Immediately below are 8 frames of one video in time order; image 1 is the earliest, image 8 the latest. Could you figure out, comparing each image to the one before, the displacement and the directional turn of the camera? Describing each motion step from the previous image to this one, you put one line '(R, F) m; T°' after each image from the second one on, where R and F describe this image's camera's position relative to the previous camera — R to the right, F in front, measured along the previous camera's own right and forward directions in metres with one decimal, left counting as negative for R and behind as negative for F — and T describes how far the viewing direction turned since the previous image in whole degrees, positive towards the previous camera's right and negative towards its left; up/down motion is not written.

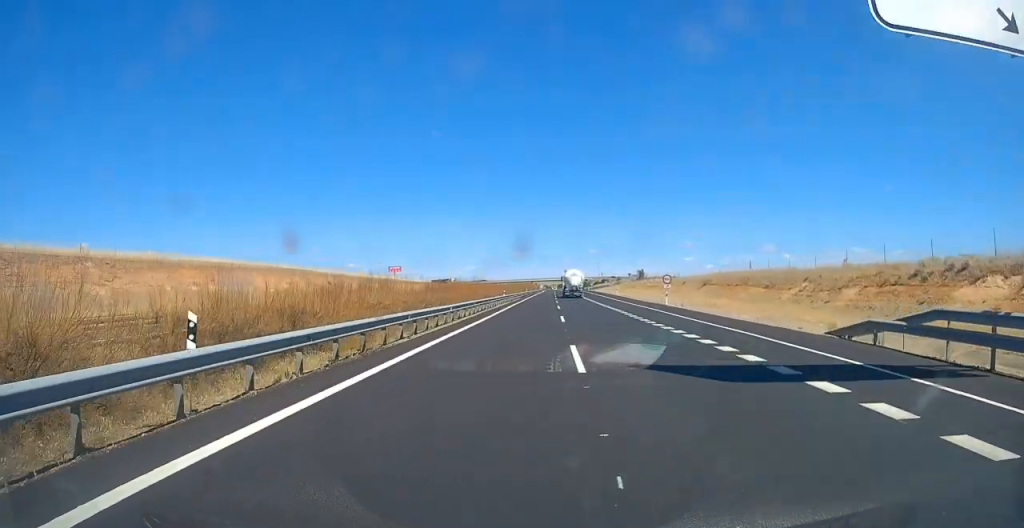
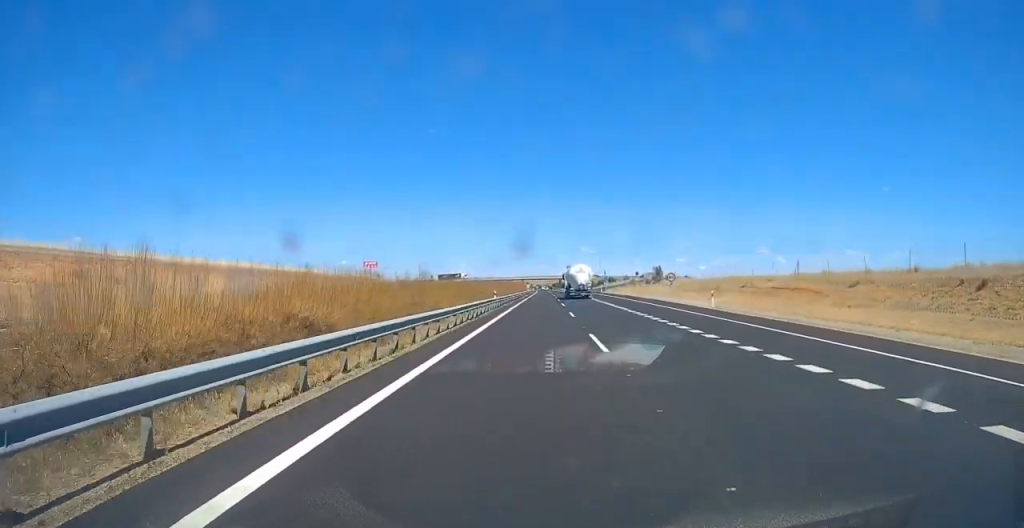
(+0.4, +63.4) m; 0°
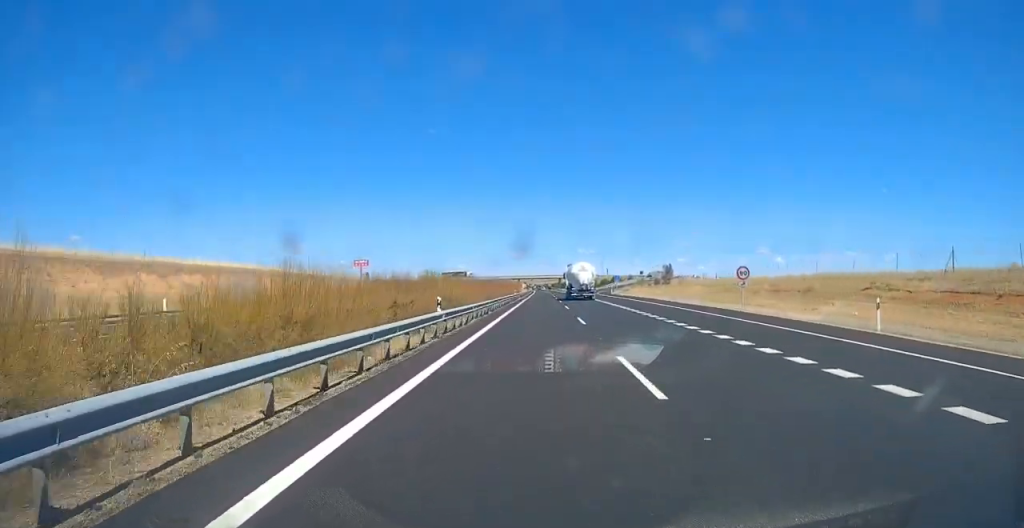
(+0.1, +23.5) m; 0°
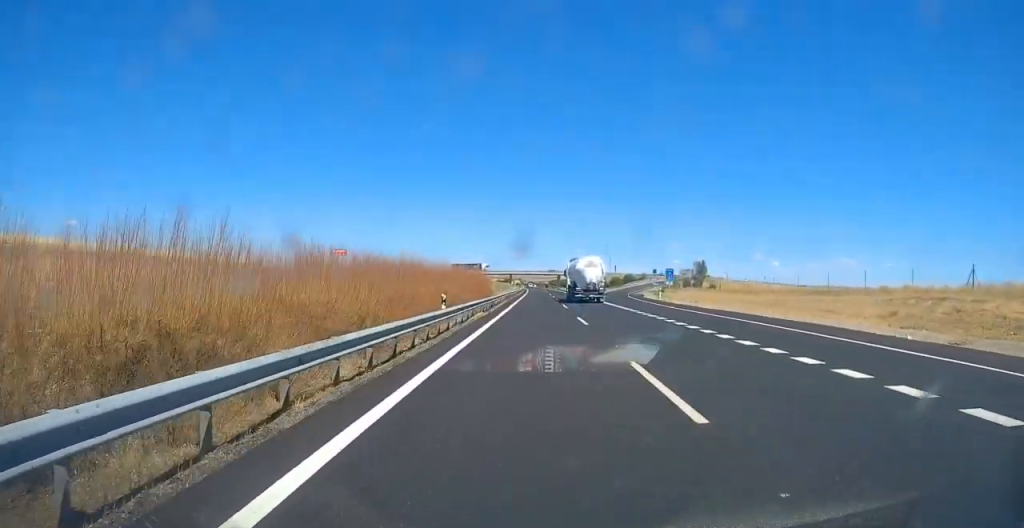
(+0.8, +51.7) m; +2°
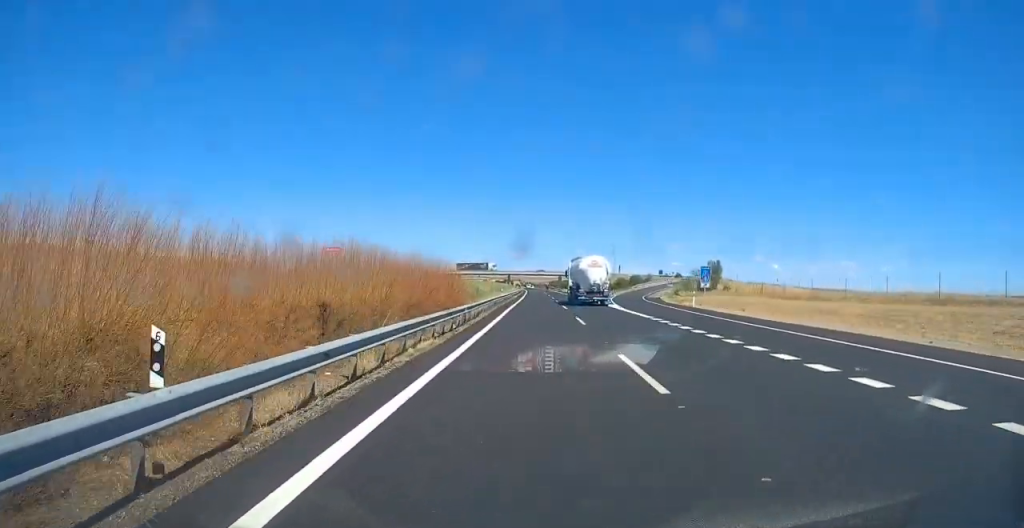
(+0.1, +15.1) m; 0°
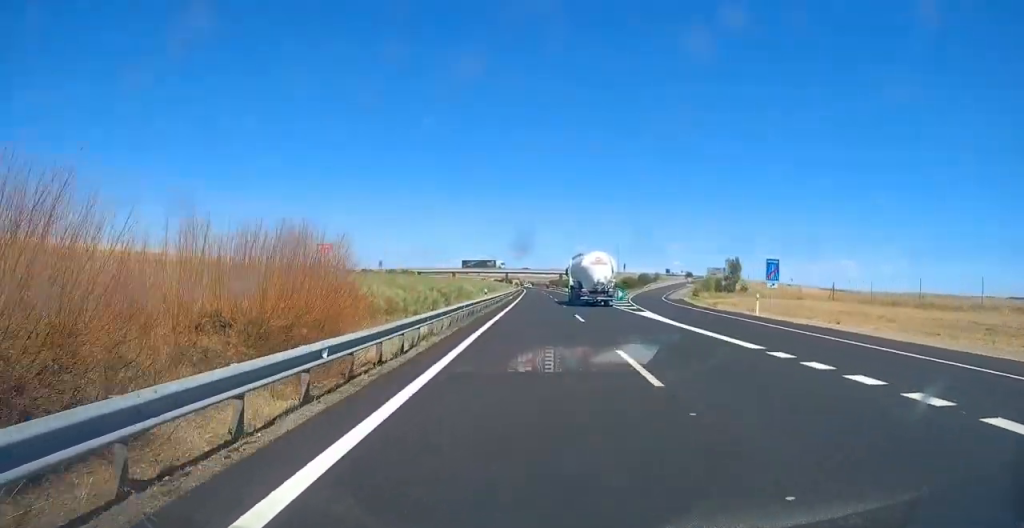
(-0.1, +16.2) m; 0°
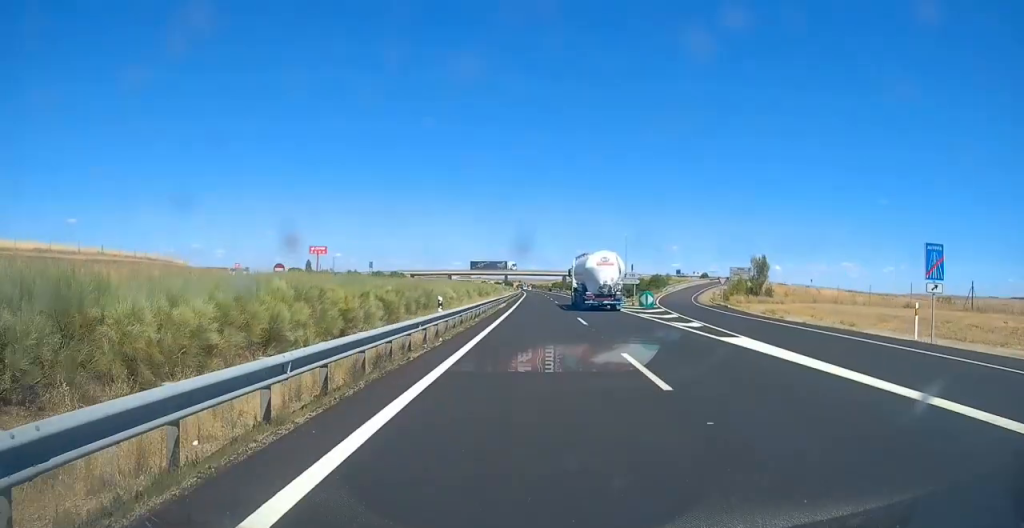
(0.0, +17.3) m; 0°
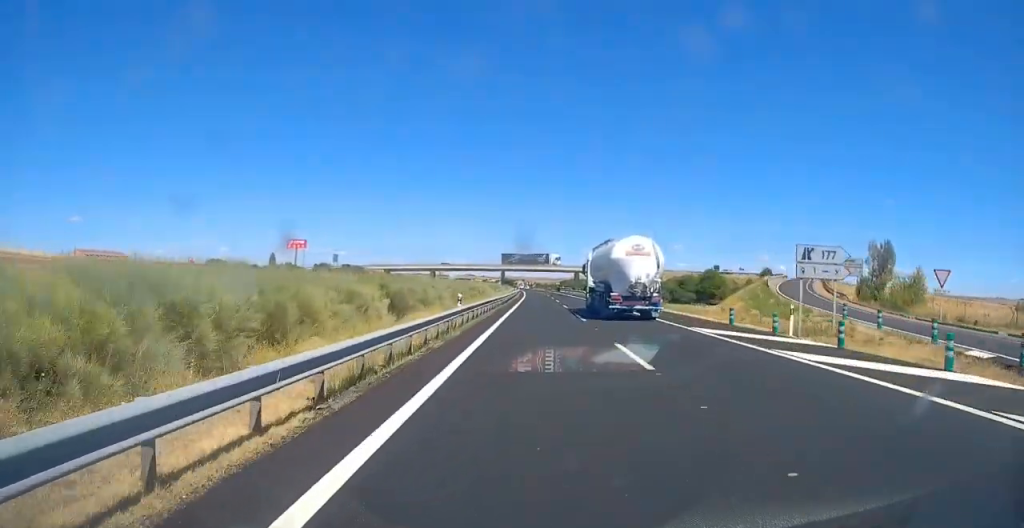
(-0.5, +48.7) m; -1°
